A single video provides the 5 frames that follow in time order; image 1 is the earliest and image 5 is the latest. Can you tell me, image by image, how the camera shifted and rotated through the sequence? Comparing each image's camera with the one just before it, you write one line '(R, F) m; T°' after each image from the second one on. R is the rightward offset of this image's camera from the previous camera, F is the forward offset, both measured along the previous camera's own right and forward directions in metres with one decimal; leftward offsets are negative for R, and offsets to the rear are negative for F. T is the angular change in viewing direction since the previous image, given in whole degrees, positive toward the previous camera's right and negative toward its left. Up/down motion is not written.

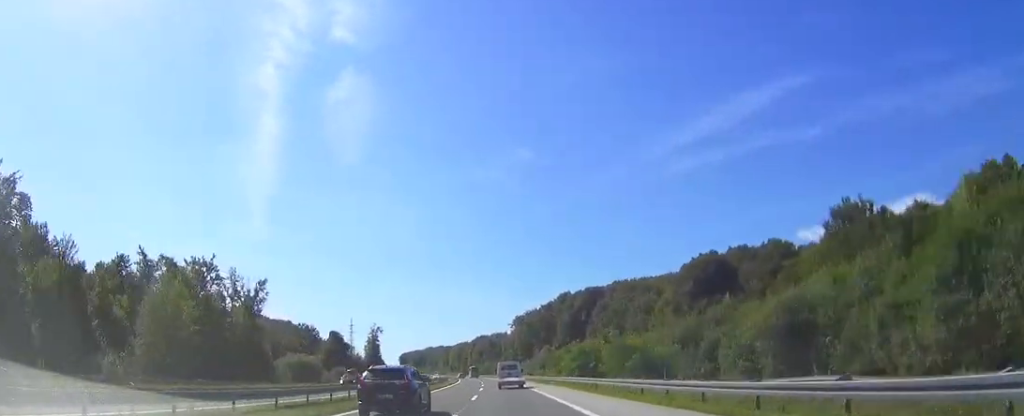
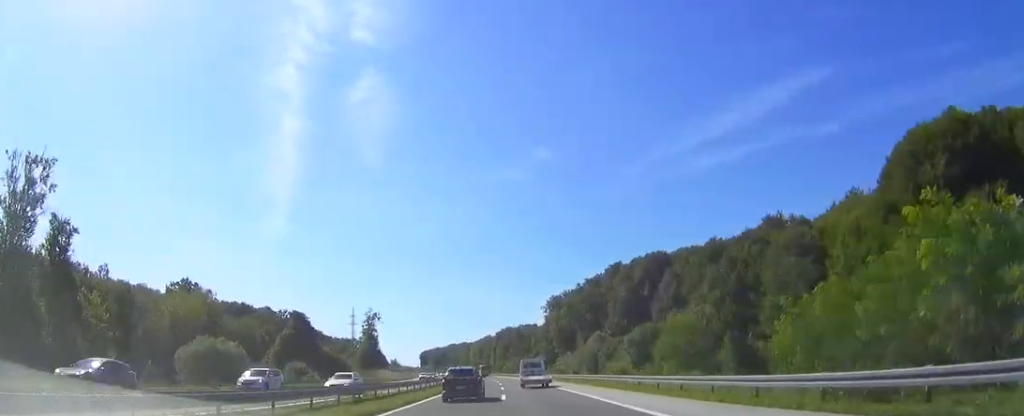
(-1.1, +56.0) m; -2°
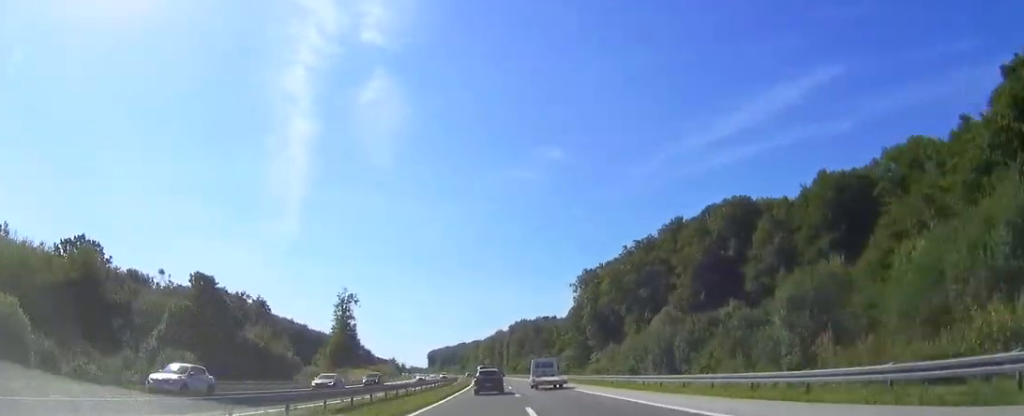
(-0.9, +49.4) m; -2°
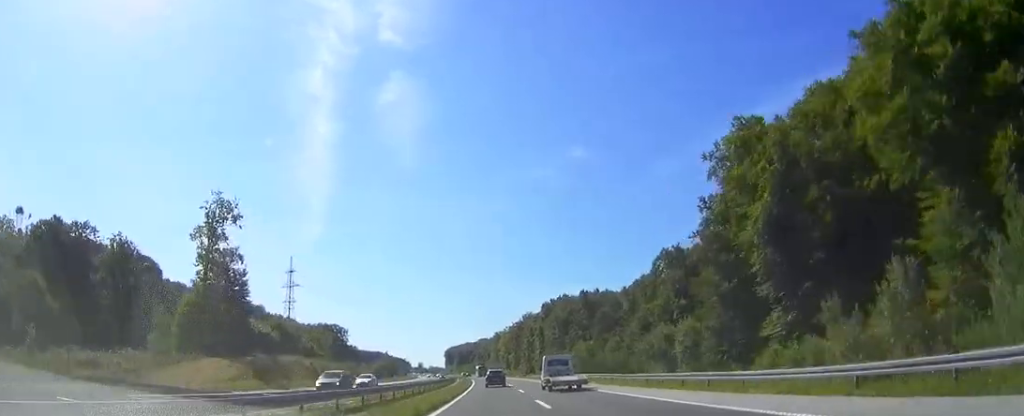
(-2.0, +85.7) m; -3°
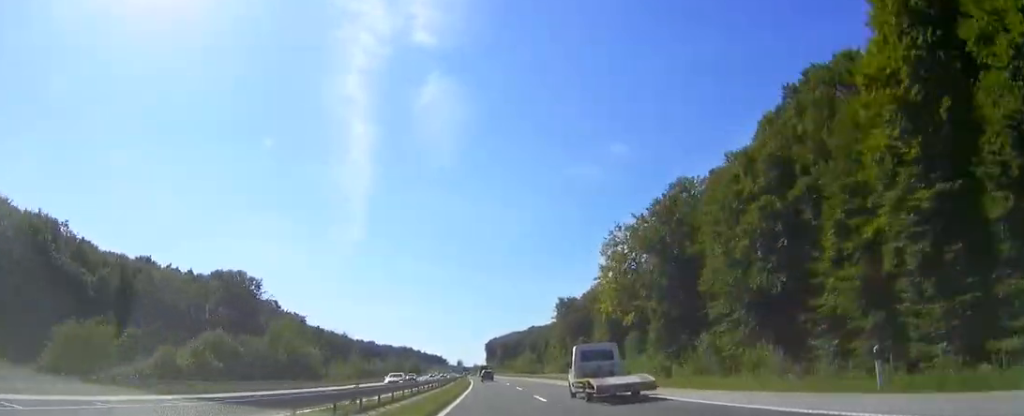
(-6.0, +158.9) m; -5°
